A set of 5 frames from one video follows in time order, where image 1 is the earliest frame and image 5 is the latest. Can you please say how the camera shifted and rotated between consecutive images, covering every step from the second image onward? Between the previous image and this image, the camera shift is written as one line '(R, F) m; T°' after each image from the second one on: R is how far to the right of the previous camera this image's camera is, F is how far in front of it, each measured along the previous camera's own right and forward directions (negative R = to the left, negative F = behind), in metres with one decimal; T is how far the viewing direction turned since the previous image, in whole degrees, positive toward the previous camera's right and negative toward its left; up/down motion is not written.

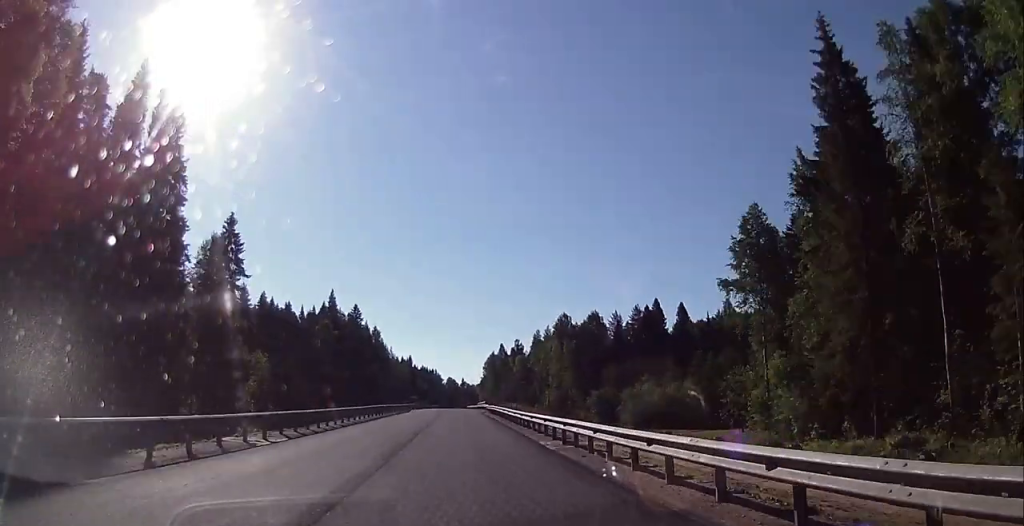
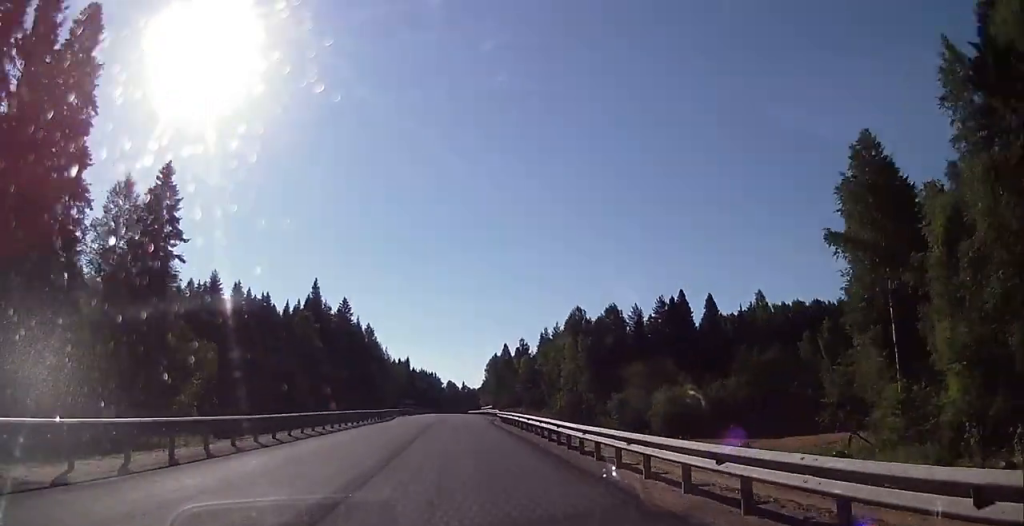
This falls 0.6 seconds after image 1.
(+0.5, +18.9) m; +1°
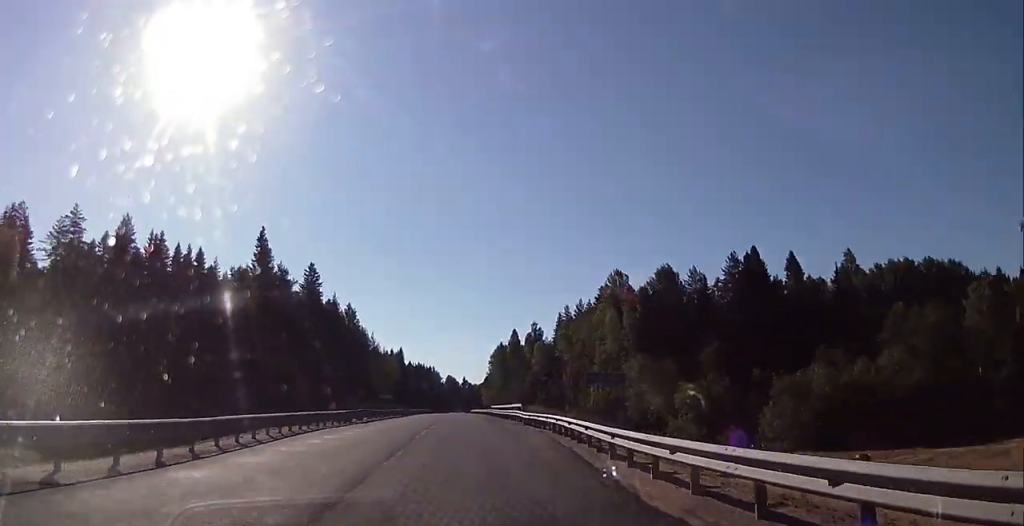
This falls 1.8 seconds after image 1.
(+0.1, +38.6) m; 0°
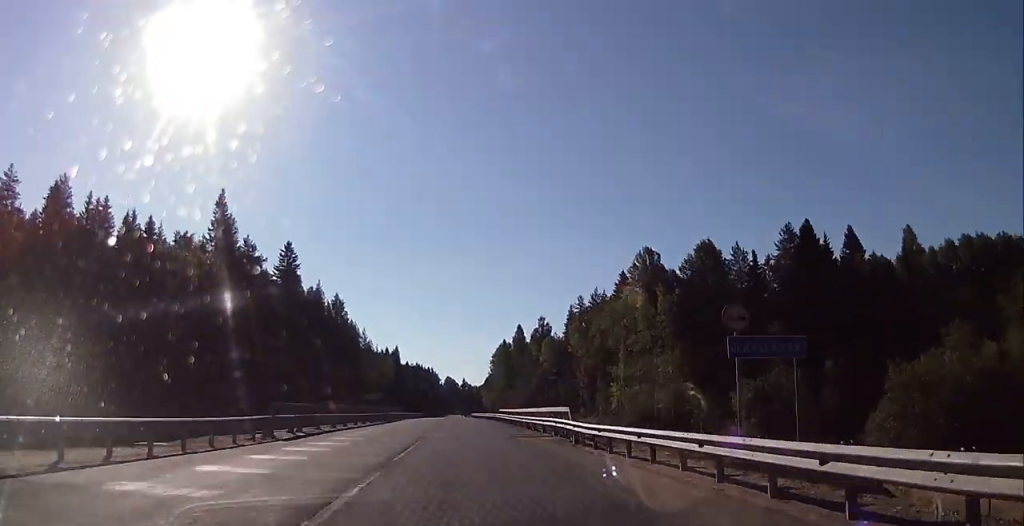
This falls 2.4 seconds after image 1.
(-0.1, +18.7) m; 0°
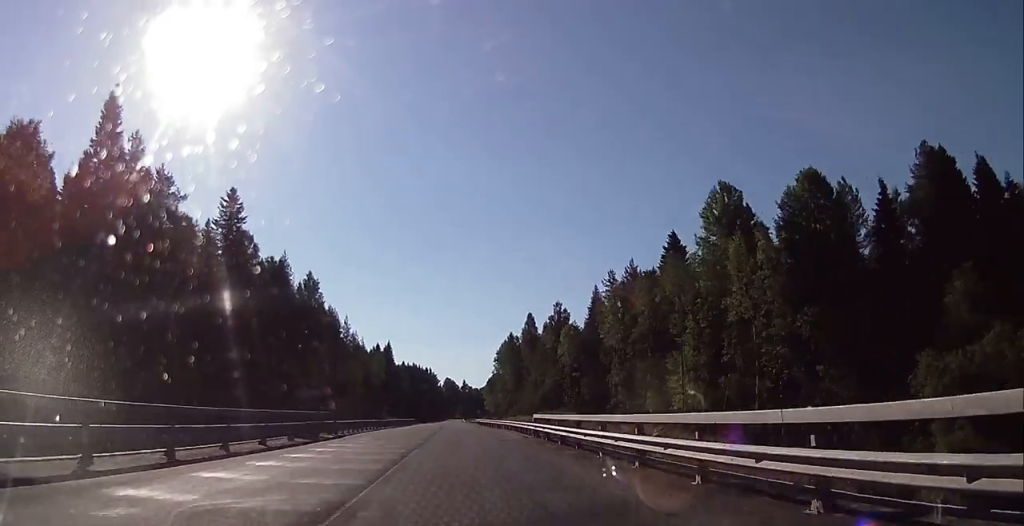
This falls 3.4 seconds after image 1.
(-0.1, +29.8) m; 0°
